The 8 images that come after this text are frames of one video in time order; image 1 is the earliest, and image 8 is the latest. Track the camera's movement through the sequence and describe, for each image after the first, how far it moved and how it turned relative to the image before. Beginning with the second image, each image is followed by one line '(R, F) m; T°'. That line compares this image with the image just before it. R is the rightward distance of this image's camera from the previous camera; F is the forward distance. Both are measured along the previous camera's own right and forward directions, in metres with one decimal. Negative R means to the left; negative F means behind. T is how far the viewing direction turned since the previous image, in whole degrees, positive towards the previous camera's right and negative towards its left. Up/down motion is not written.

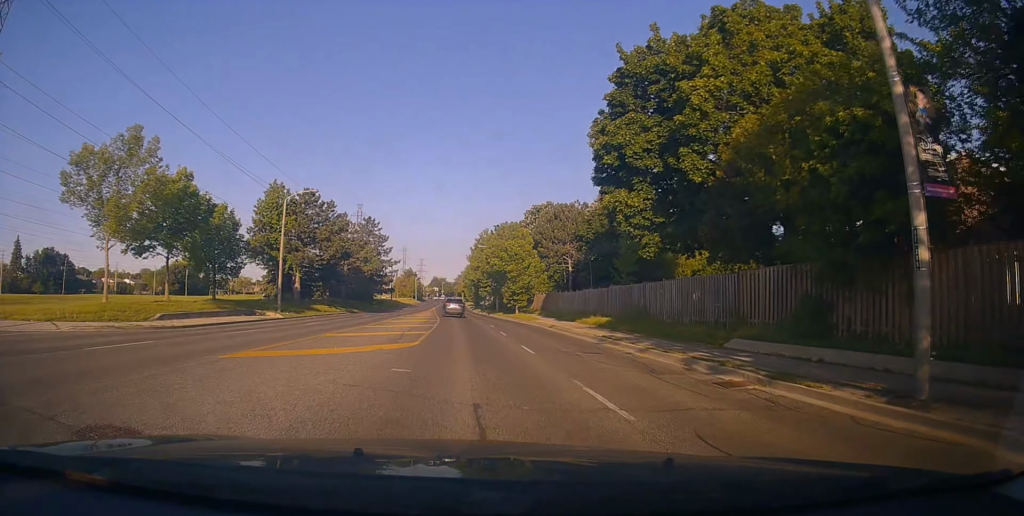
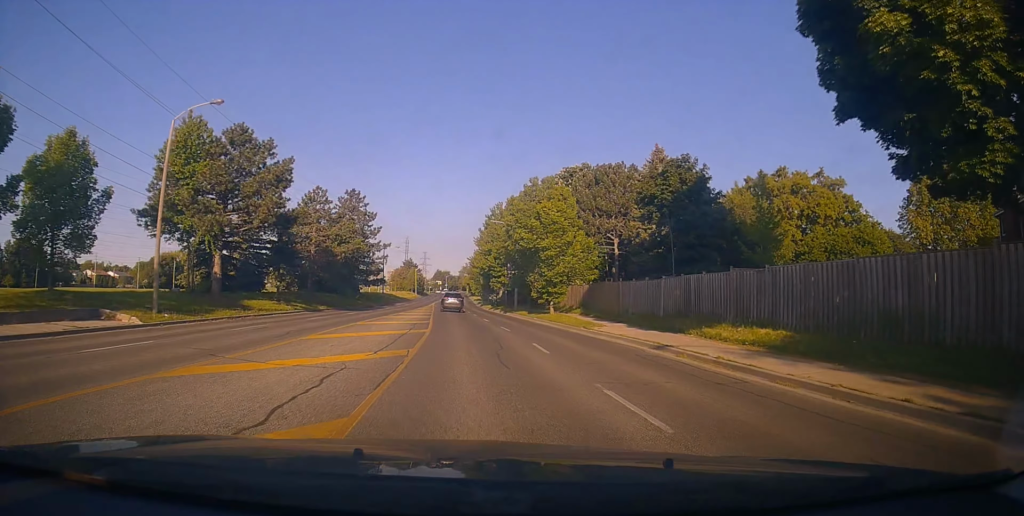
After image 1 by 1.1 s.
(+0.4, +17.5) m; +2°
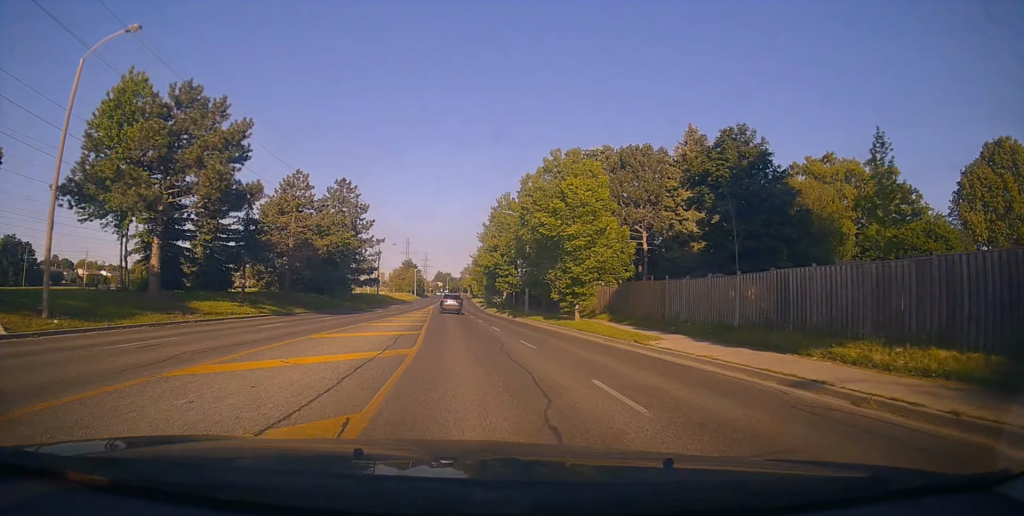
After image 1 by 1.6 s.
(0.0, +7.5) m; 0°
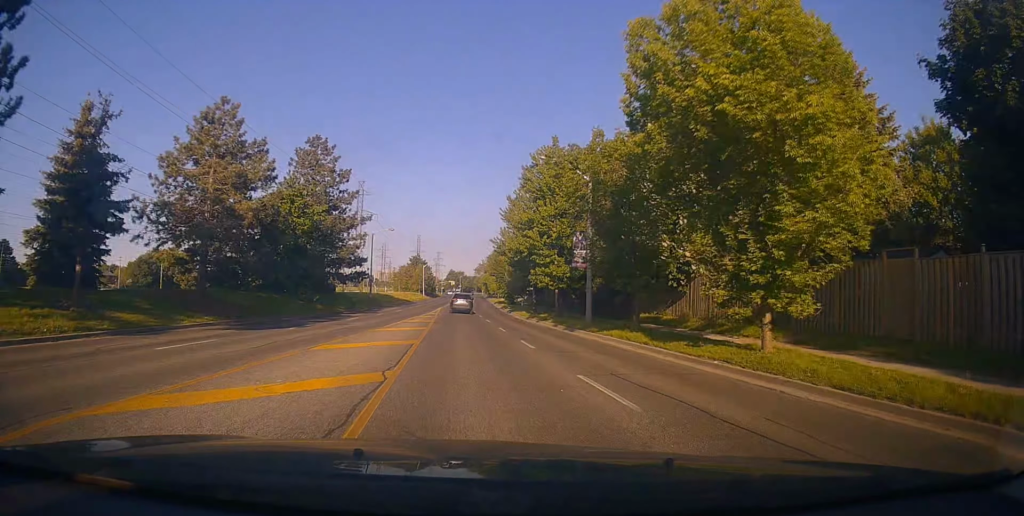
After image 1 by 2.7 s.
(-0.2, +17.3) m; -3°
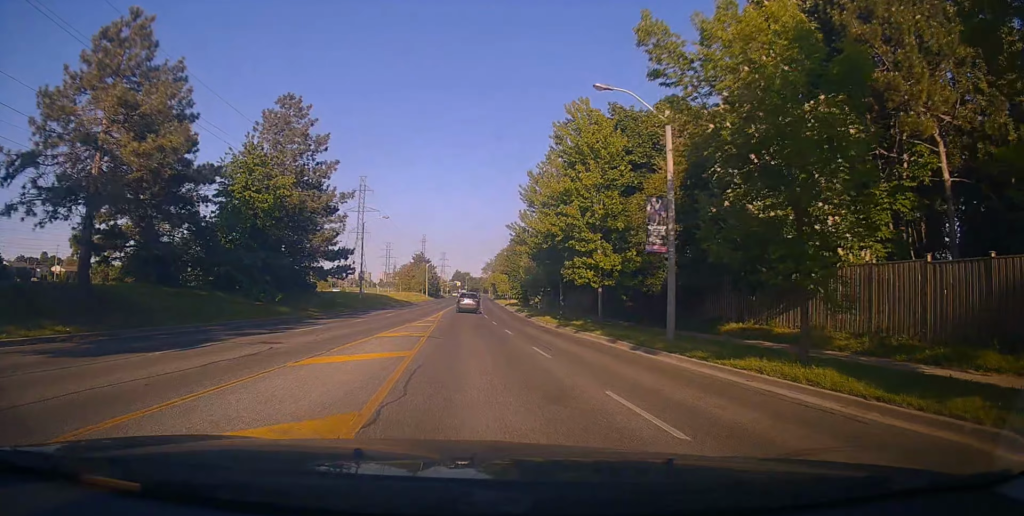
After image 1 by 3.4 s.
(-0.4, +10.4) m; -2°
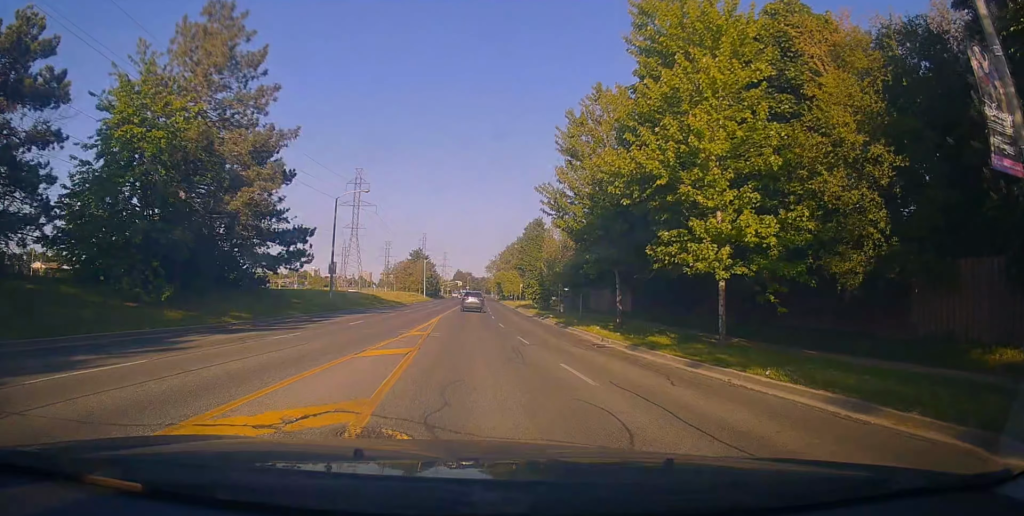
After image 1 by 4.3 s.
(0.0, +13.1) m; +1°
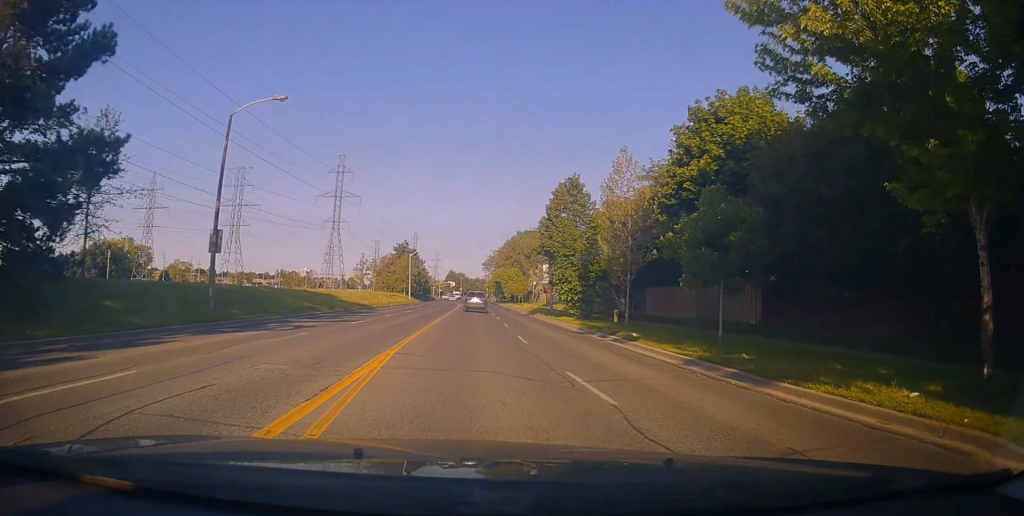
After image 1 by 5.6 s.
(+0.4, +19.2) m; 0°
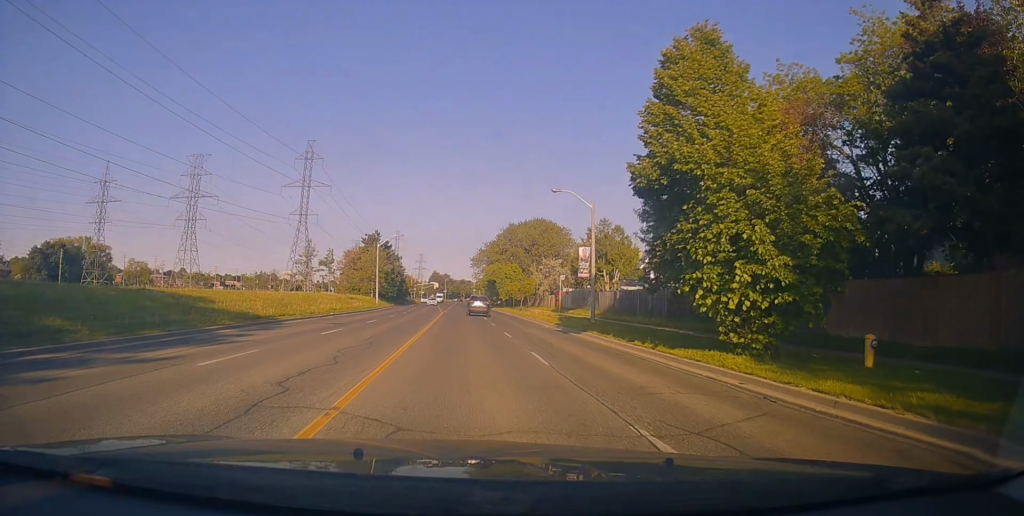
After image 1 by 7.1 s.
(-0.2, +22.5) m; +1°
